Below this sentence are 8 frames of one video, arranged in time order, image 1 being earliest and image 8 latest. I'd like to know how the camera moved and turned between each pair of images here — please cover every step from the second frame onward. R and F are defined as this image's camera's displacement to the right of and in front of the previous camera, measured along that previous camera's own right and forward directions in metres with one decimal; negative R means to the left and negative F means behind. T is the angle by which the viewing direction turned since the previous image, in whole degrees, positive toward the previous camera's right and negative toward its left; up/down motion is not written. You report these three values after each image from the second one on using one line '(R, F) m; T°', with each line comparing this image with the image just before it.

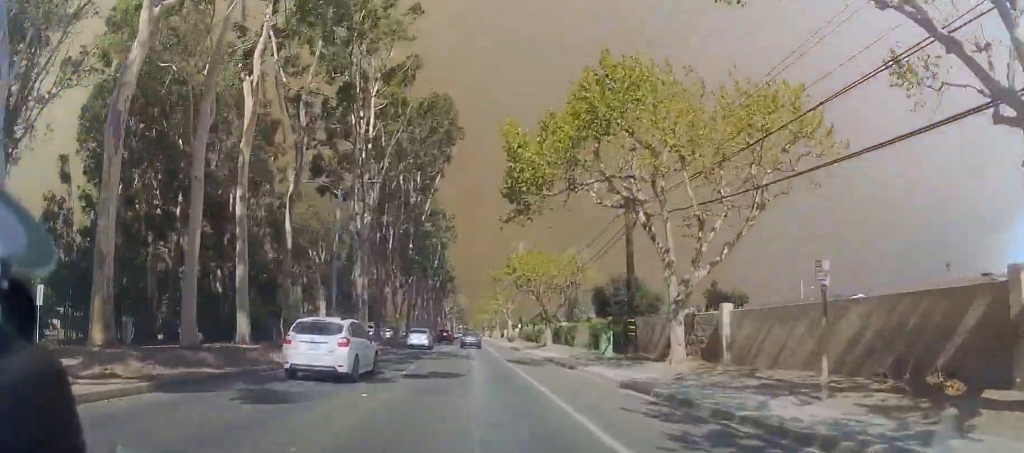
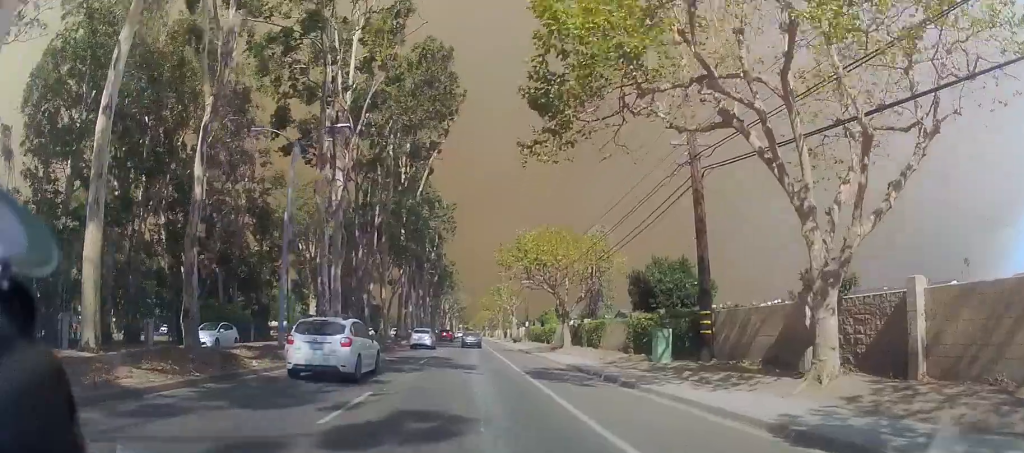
(-0.1, +8.6) m; +1°
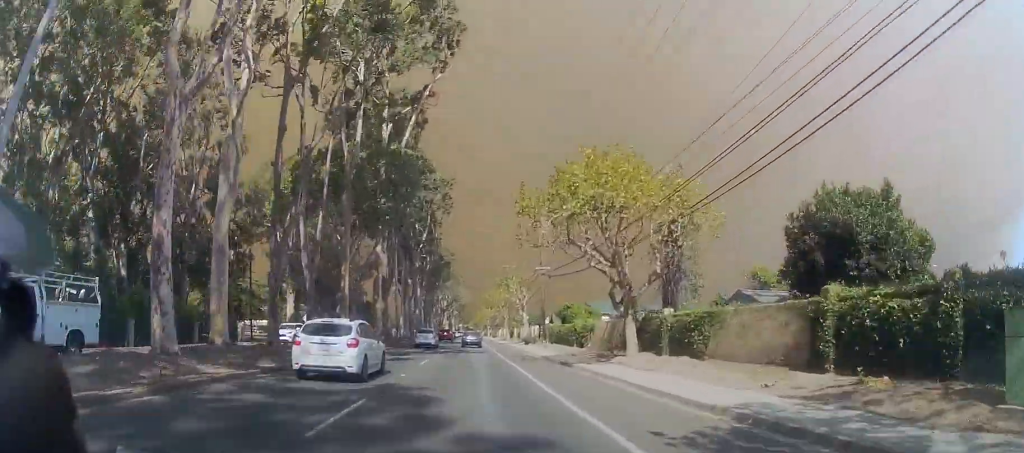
(+0.4, +15.9) m; -1°
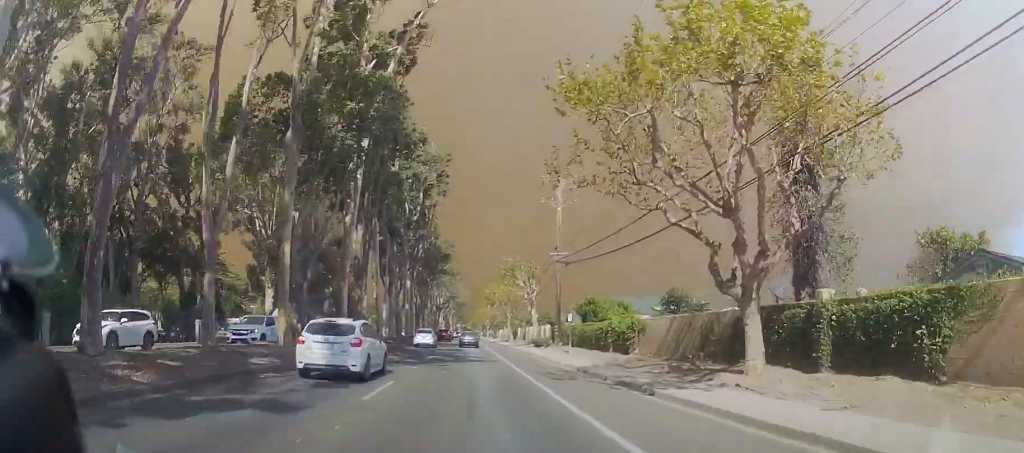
(-0.4, +11.3) m; -1°
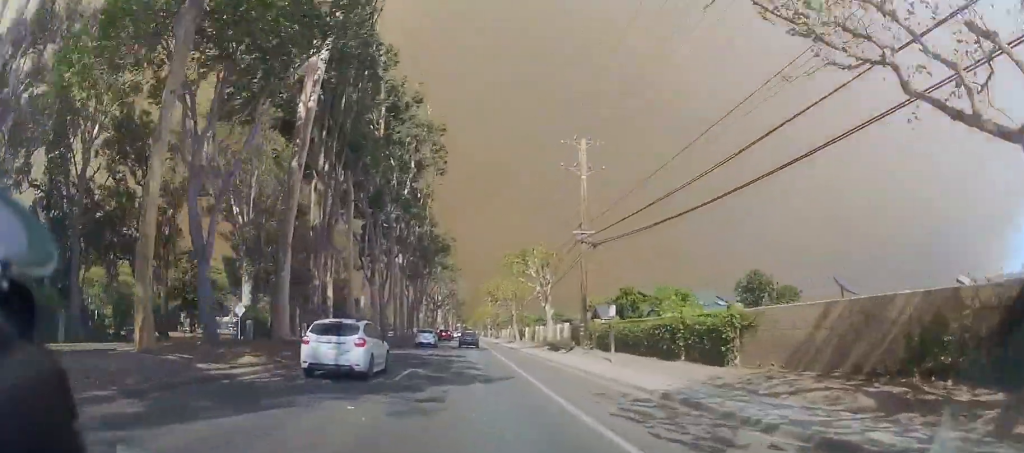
(-0.3, +10.7) m; 0°
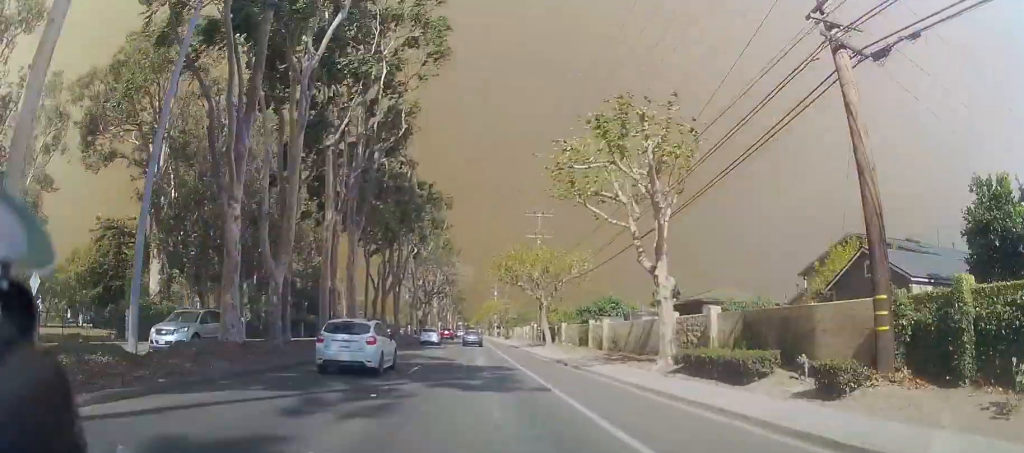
(+0.6, +28.0) m; +1°
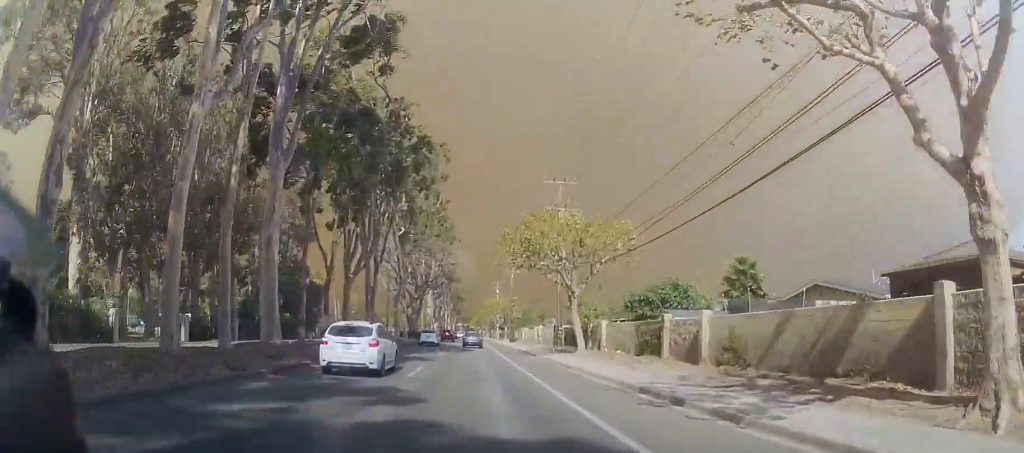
(0.0, +14.5) m; -2°
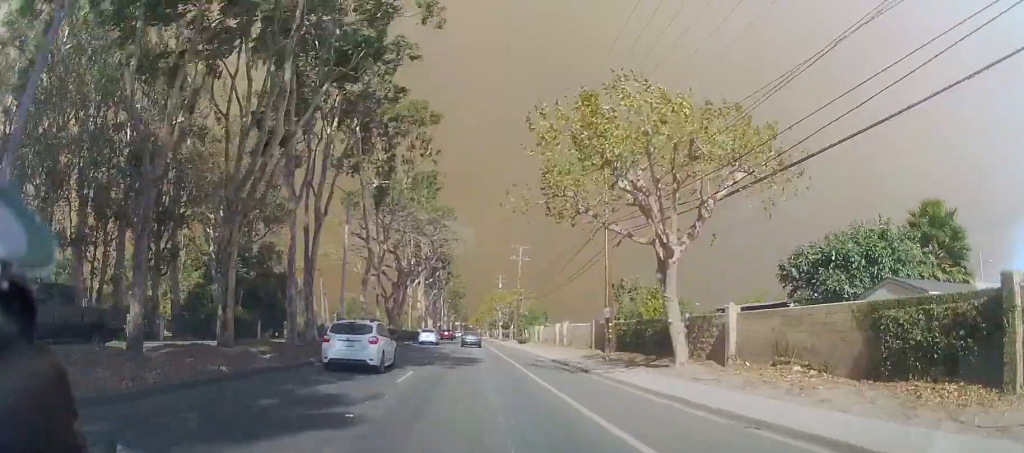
(-0.5, +16.9) m; -2°
